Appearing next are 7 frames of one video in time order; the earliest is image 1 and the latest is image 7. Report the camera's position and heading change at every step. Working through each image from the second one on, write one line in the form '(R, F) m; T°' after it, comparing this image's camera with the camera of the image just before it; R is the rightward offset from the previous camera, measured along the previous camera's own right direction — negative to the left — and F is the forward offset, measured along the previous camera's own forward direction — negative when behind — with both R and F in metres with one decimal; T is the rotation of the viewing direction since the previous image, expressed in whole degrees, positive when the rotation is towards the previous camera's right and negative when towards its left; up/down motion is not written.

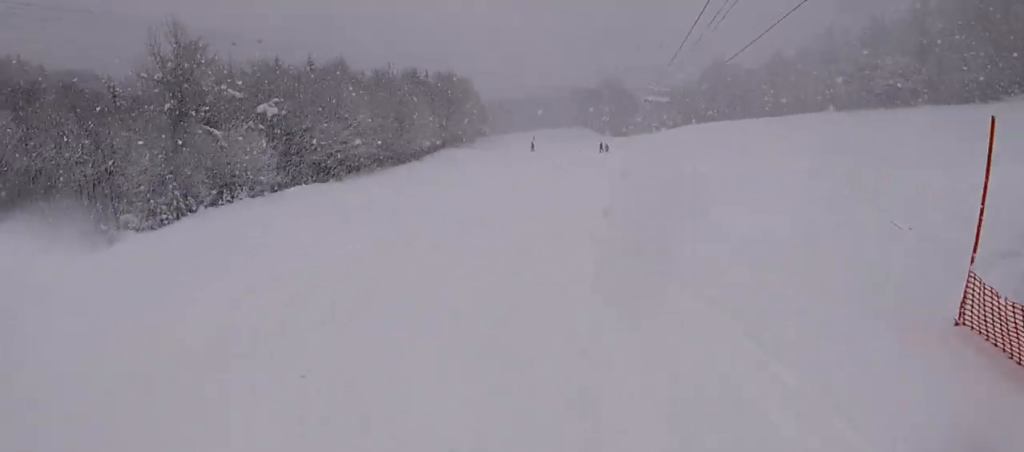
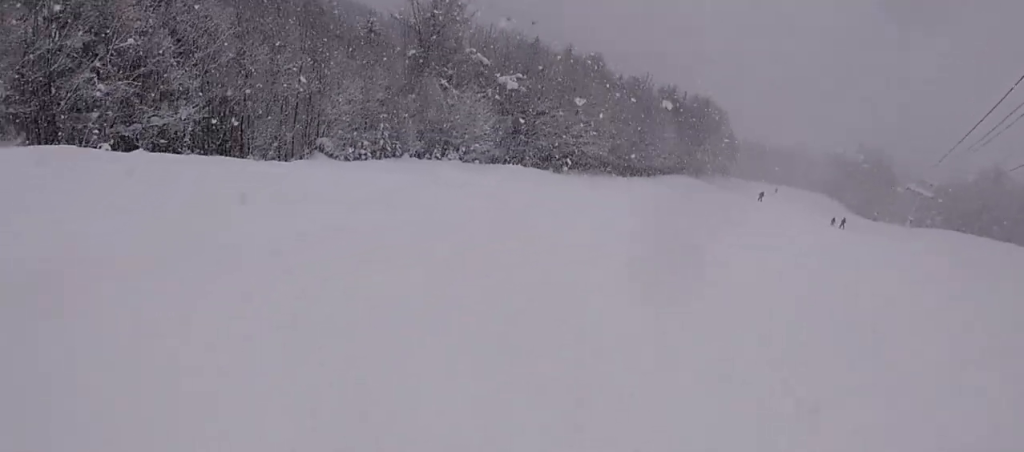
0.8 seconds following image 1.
(-0.6, +3.1) m; -28°
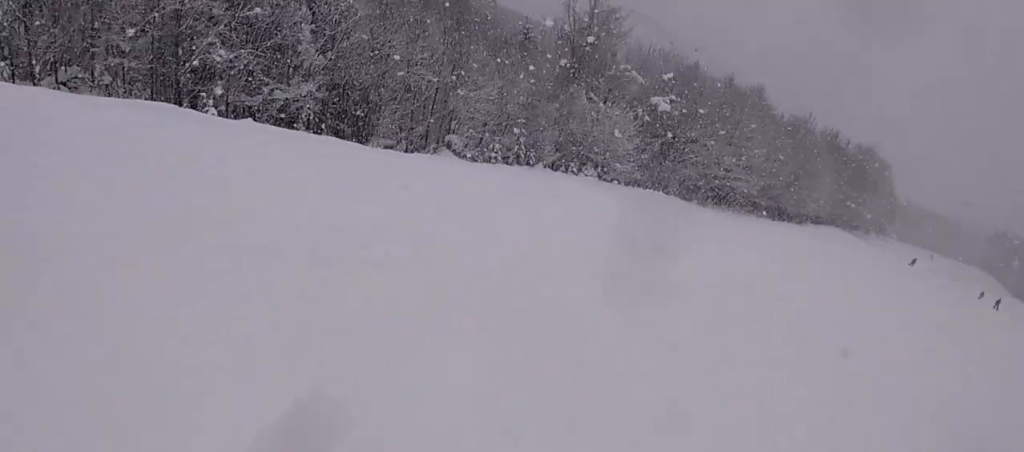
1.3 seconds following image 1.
(-0.7, +1.8) m; -13°
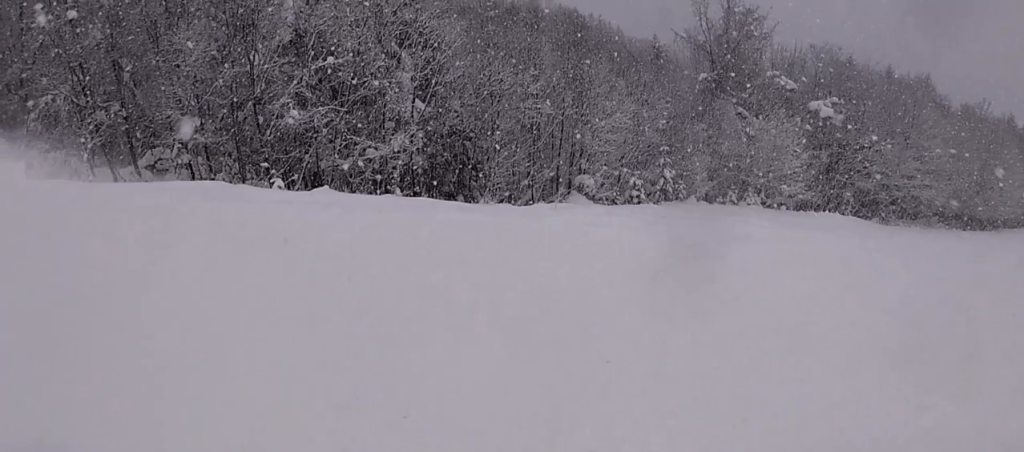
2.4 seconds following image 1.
(-0.7, +4.6) m; +10°
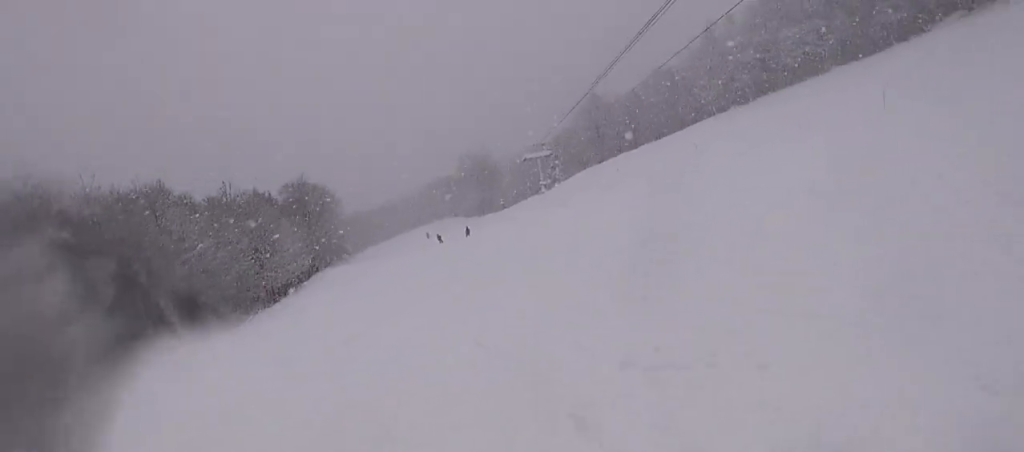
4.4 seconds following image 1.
(+4.0, +8.1) m; +46°
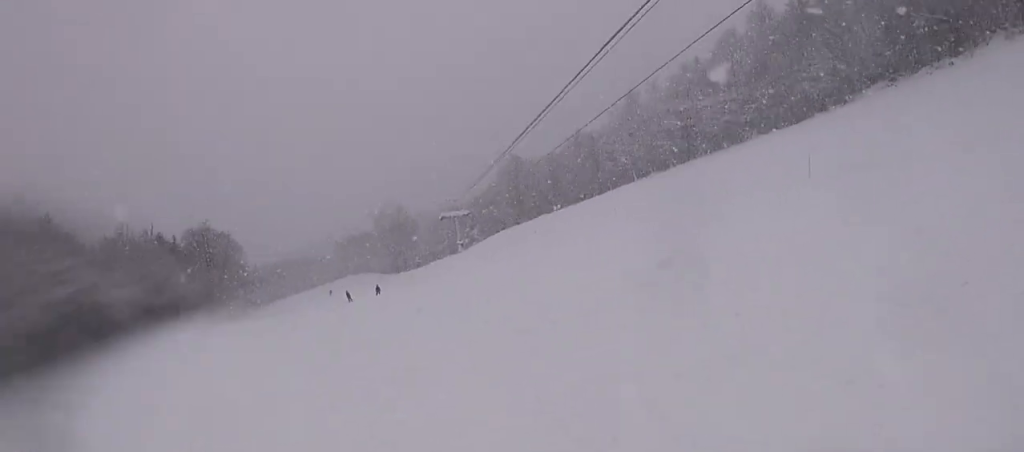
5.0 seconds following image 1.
(+0.5, +2.5) m; +8°
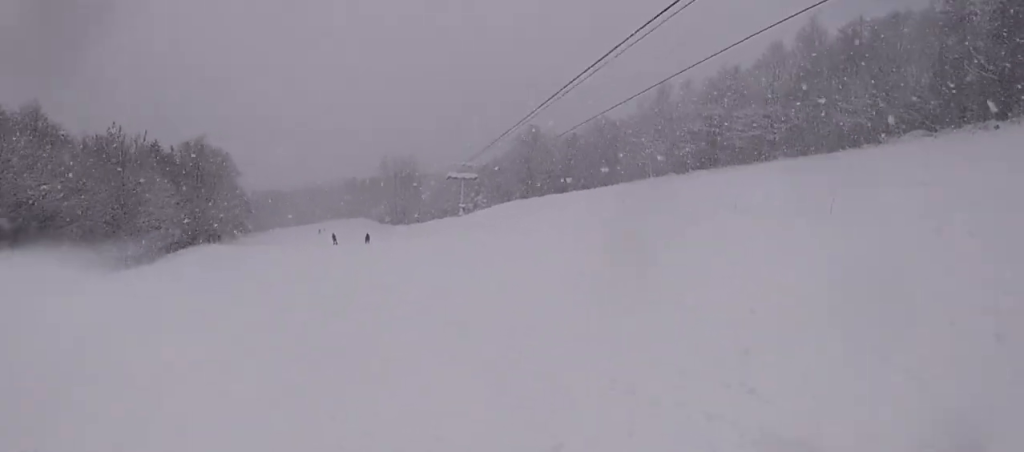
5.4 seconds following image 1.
(+0.3, +2.1) m; +6°
